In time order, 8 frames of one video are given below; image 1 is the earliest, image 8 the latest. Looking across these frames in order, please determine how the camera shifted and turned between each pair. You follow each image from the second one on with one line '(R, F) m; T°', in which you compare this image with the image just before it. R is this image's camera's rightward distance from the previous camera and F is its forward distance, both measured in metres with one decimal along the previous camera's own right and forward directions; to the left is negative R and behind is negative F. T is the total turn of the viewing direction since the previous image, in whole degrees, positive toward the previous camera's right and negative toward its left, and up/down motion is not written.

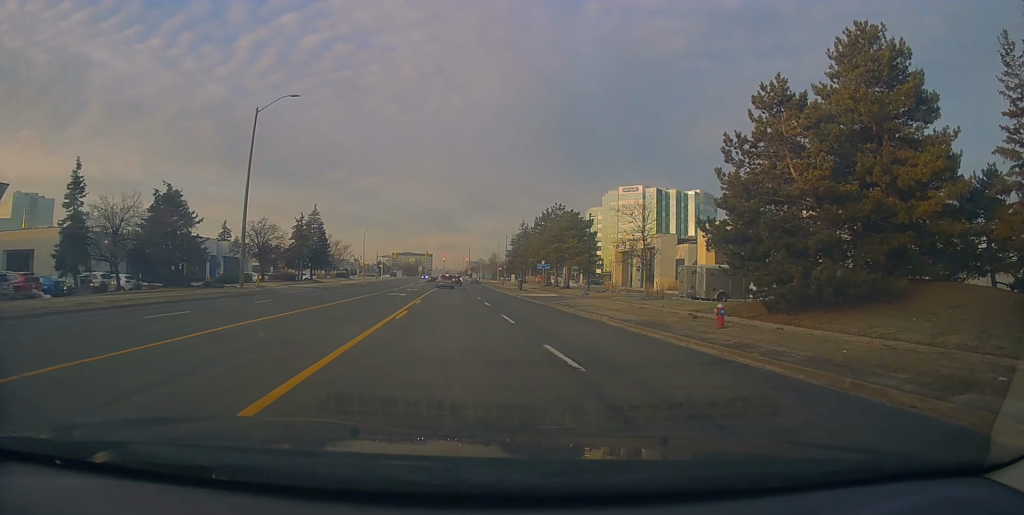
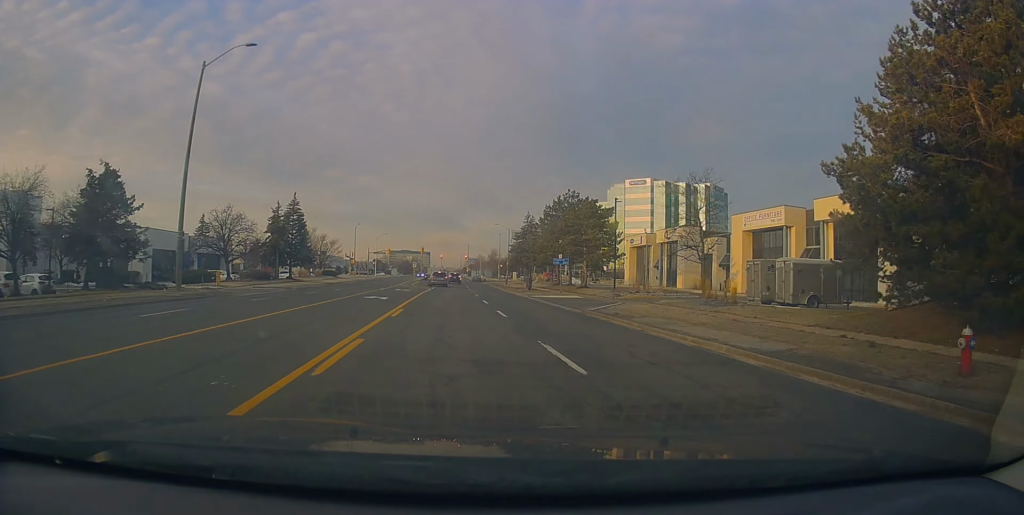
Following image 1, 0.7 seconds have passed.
(-0.2, +9.7) m; 0°
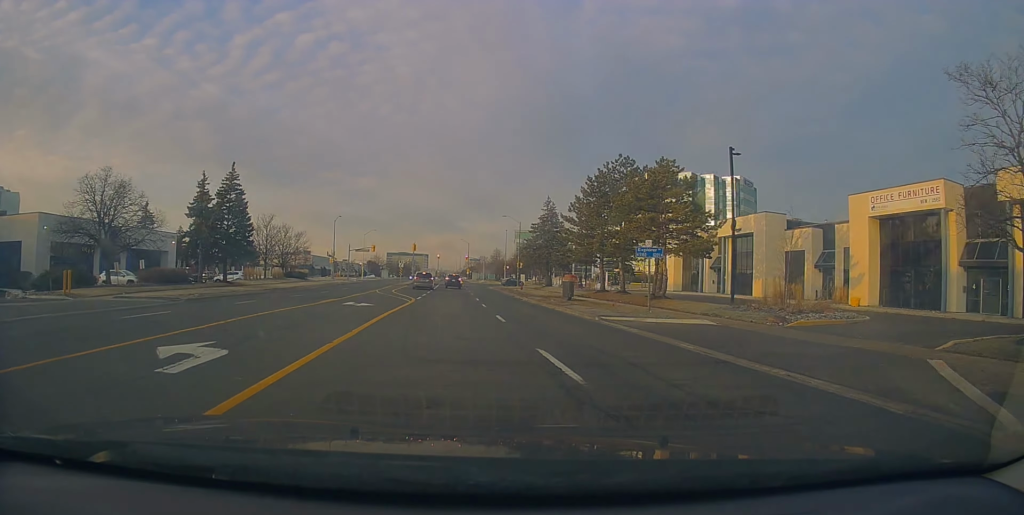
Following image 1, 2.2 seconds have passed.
(+0.3, +20.7) m; +1°
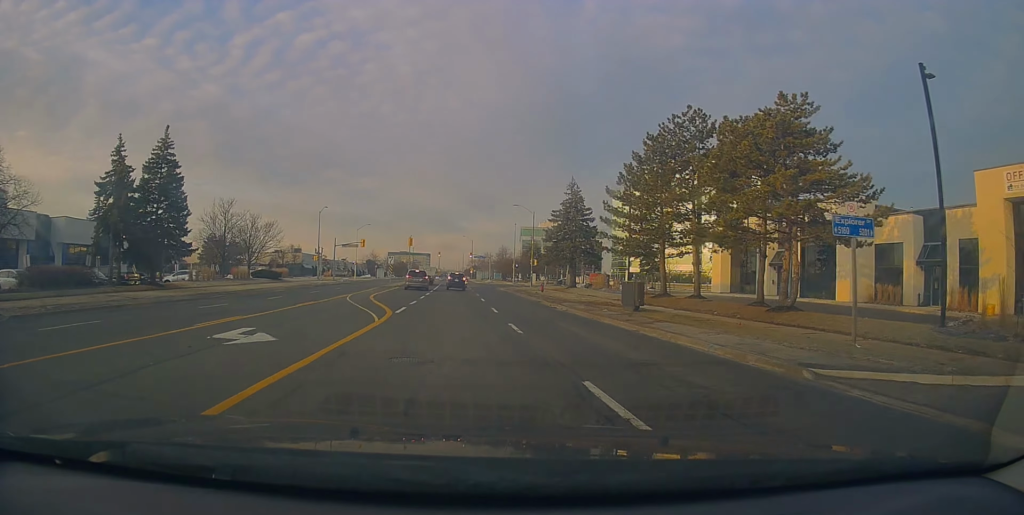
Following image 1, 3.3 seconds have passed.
(0.0, +13.7) m; 0°
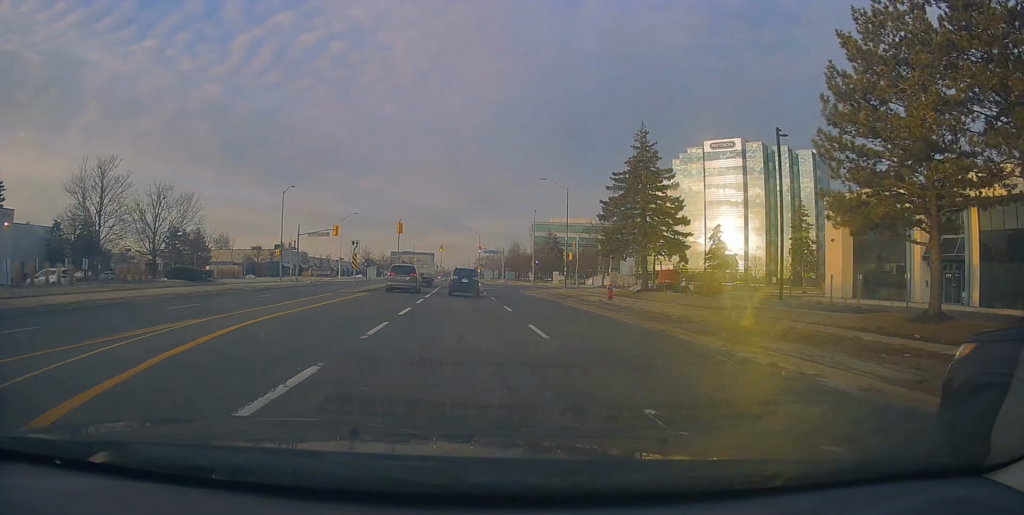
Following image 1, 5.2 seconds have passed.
(+0.7, +22.5) m; +2°
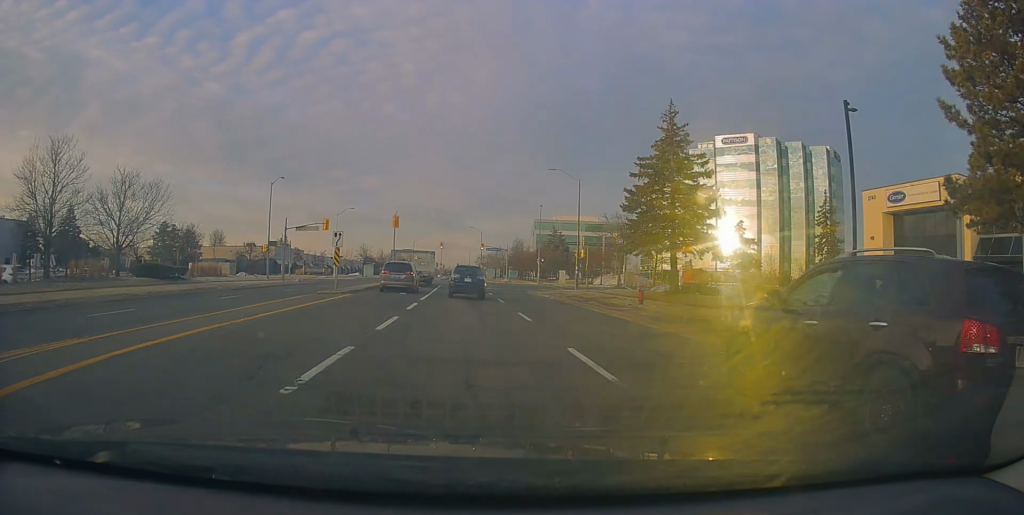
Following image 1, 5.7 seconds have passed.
(-0.2, +5.4) m; -1°
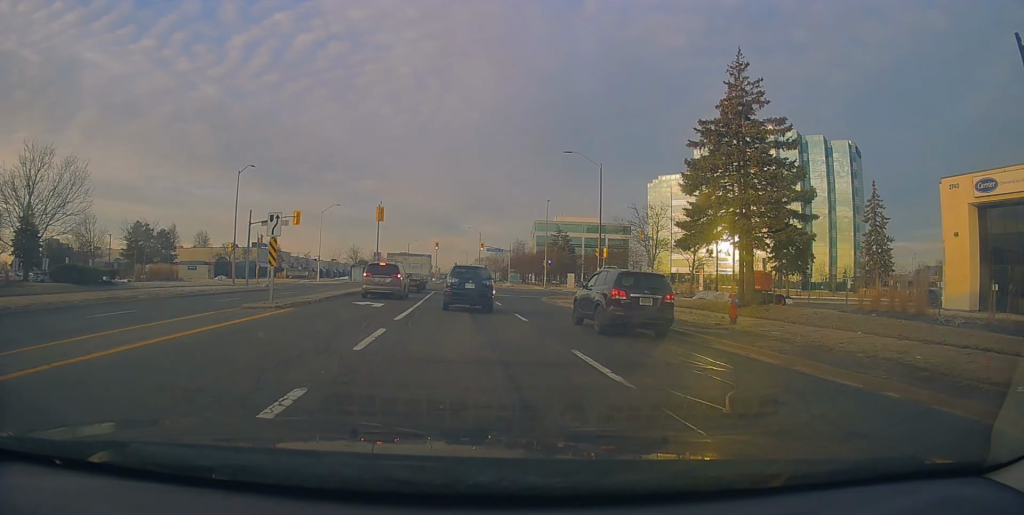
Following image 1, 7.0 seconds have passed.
(0.0, +10.3) m; -4°
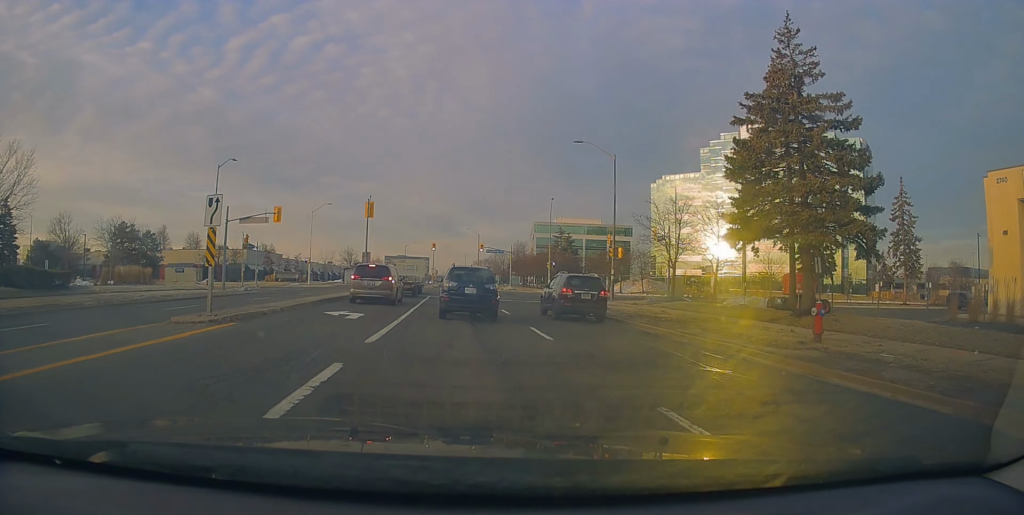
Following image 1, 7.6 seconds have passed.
(-0.3, +4.6) m; +1°
